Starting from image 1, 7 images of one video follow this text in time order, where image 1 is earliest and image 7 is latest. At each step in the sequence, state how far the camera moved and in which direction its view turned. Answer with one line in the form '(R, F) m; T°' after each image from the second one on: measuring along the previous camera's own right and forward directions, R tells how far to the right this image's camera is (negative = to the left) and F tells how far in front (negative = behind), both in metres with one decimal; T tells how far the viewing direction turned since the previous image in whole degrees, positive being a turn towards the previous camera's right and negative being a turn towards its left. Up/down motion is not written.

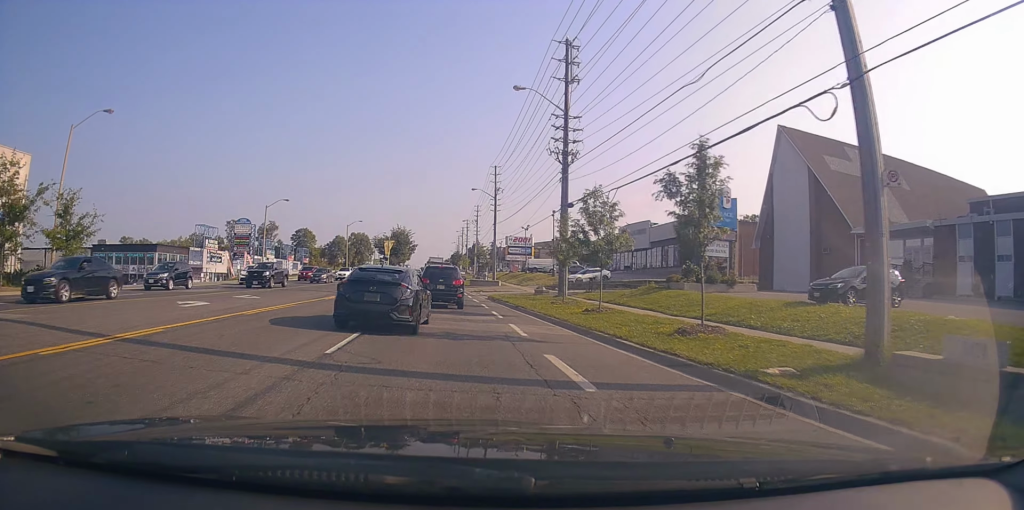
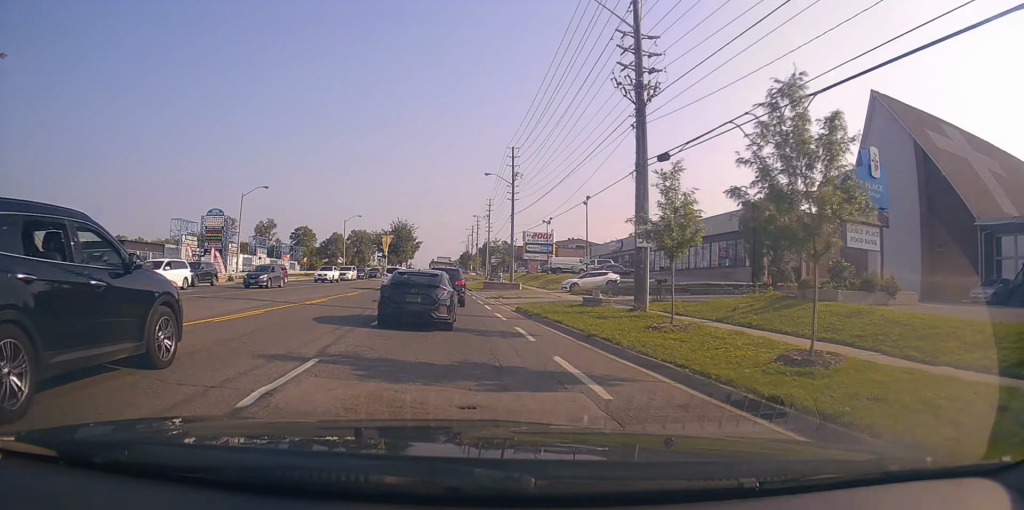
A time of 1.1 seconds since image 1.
(+0.1, +13.0) m; -1°
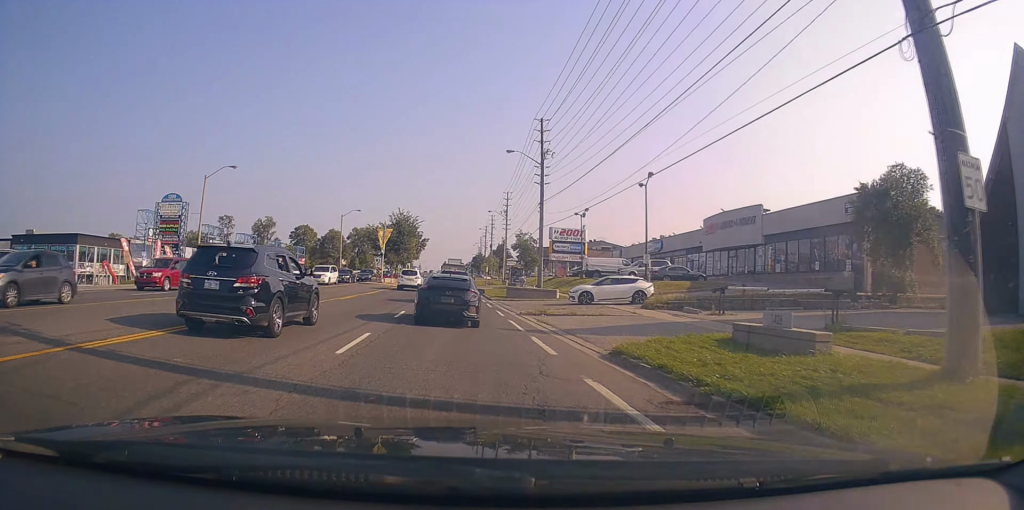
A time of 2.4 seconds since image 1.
(0.0, +14.0) m; -2°
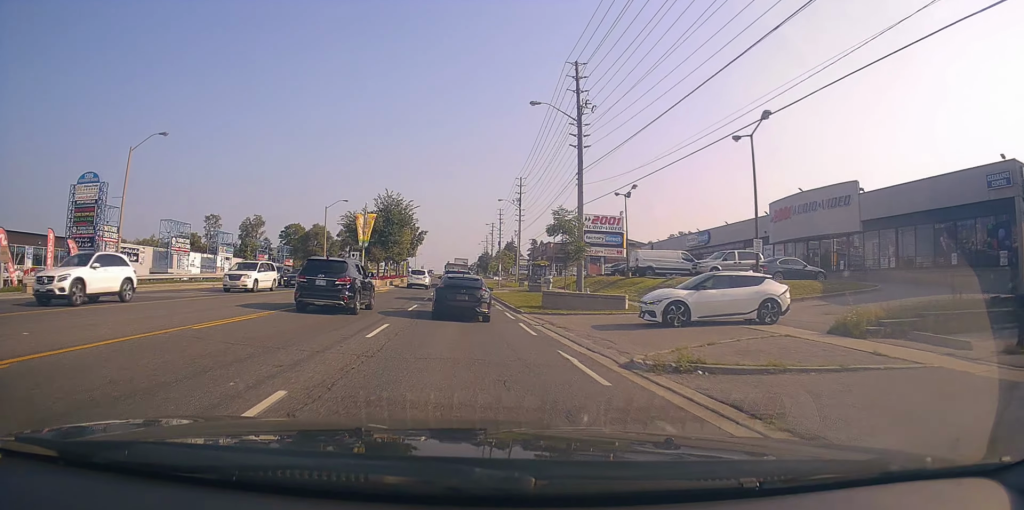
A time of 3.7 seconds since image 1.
(-0.8, +14.4) m; -2°
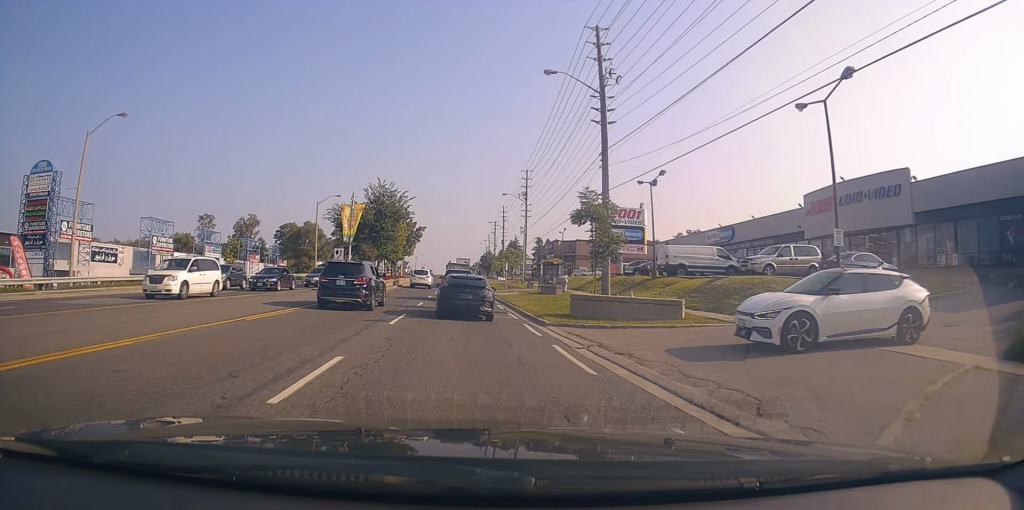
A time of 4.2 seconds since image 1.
(+0.3, +5.8) m; +1°
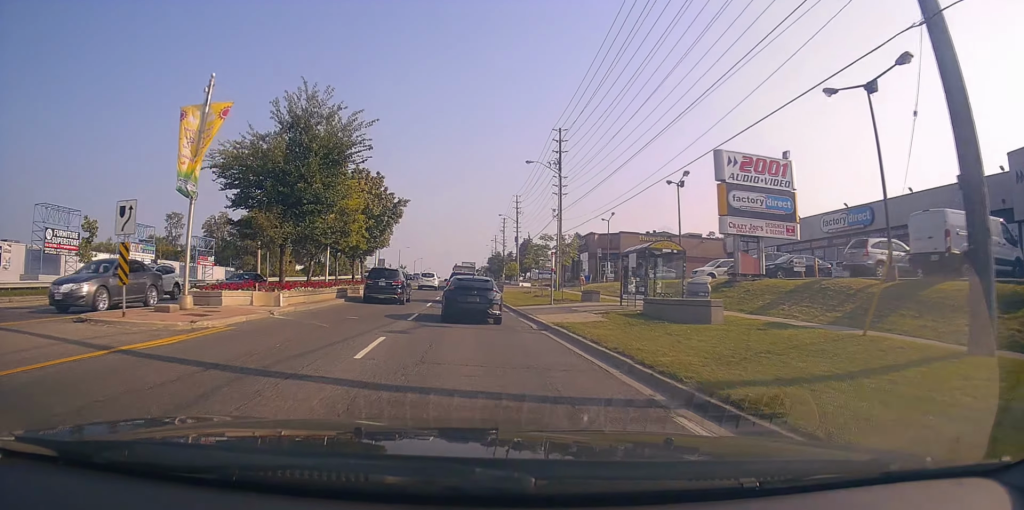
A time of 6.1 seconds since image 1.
(-0.2, +22.8) m; -1°
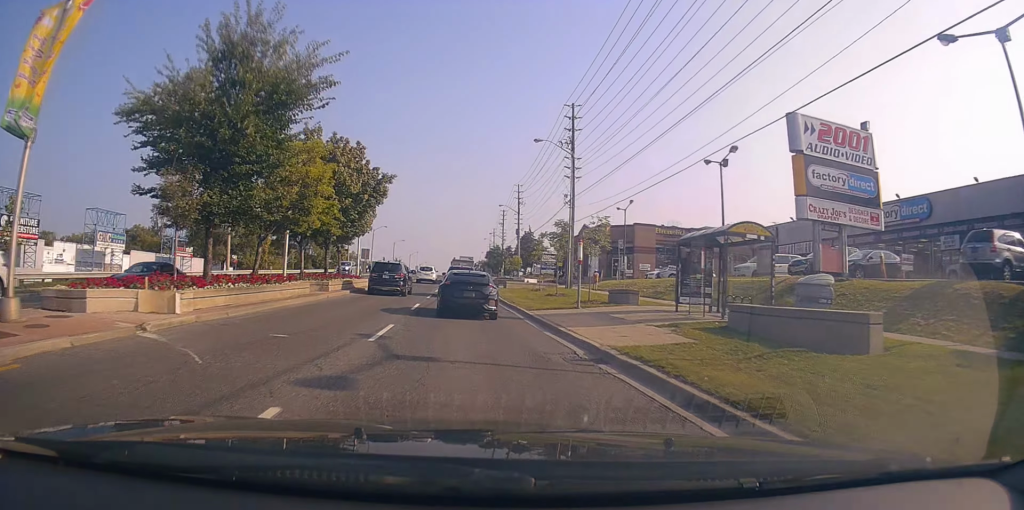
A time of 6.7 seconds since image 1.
(-0.3, +6.9) m; +1°
